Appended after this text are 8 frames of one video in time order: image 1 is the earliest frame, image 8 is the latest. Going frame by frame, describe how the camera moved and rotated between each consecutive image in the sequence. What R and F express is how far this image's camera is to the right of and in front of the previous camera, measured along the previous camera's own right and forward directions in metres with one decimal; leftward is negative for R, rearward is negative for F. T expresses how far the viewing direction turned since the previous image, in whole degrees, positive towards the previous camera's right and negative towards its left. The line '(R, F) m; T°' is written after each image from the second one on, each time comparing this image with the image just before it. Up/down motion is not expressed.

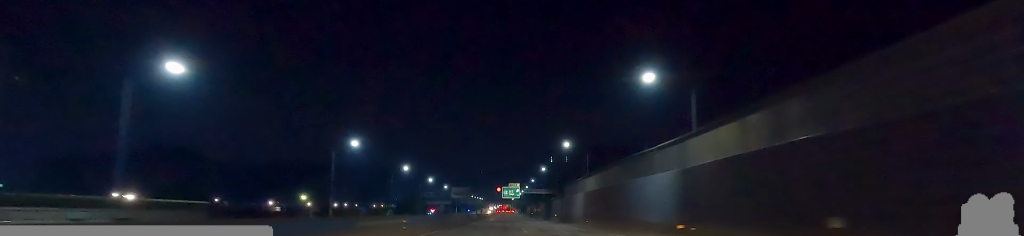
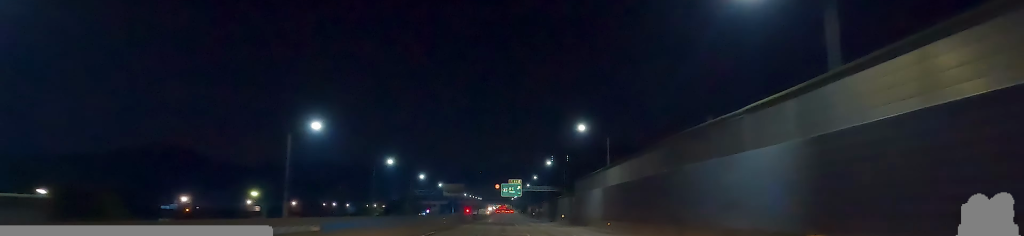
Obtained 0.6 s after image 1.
(+0.2, +17.0) m; +1°
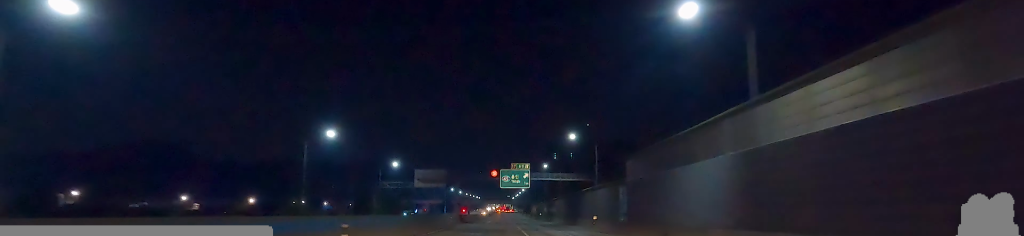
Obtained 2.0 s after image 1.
(+0.3, +38.6) m; 0°
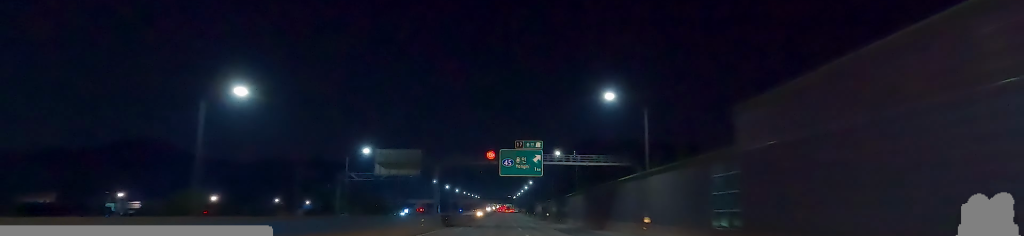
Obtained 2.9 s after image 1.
(-0.4, +25.6) m; 0°
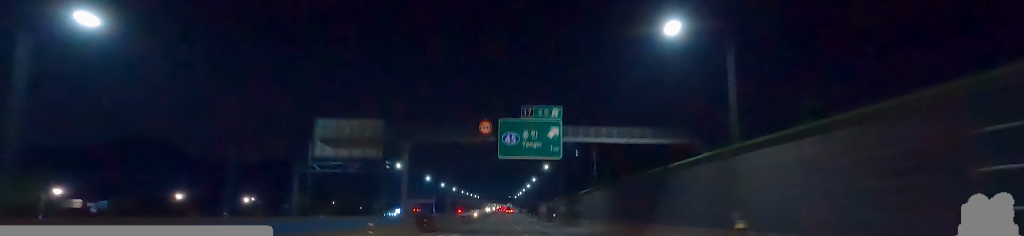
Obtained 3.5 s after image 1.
(+0.1, +17.9) m; 0°
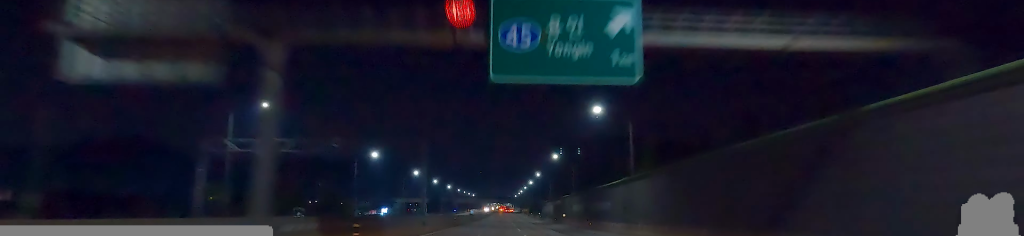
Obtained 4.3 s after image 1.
(+0.2, +21.7) m; 0°
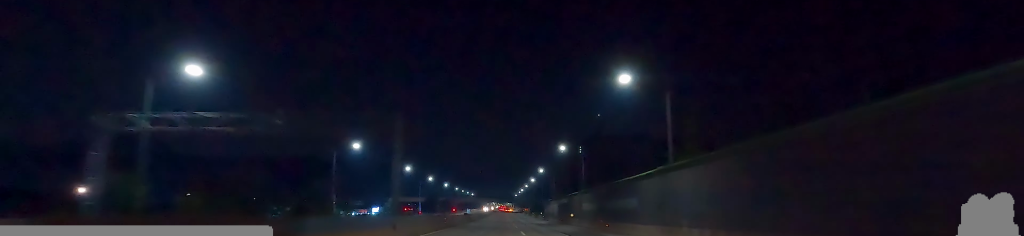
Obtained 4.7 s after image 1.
(+0.1, +12.3) m; 0°
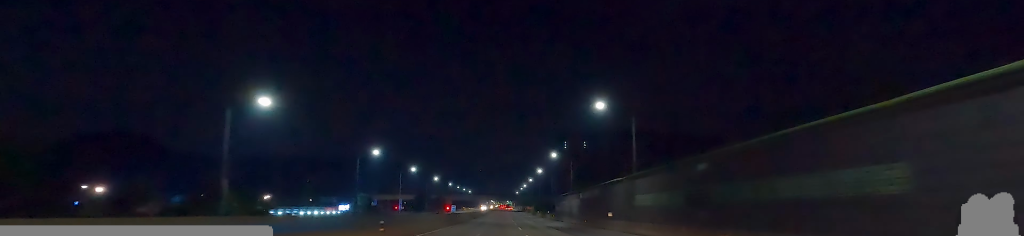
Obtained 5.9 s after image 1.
(-0.5, +33.4) m; 0°
